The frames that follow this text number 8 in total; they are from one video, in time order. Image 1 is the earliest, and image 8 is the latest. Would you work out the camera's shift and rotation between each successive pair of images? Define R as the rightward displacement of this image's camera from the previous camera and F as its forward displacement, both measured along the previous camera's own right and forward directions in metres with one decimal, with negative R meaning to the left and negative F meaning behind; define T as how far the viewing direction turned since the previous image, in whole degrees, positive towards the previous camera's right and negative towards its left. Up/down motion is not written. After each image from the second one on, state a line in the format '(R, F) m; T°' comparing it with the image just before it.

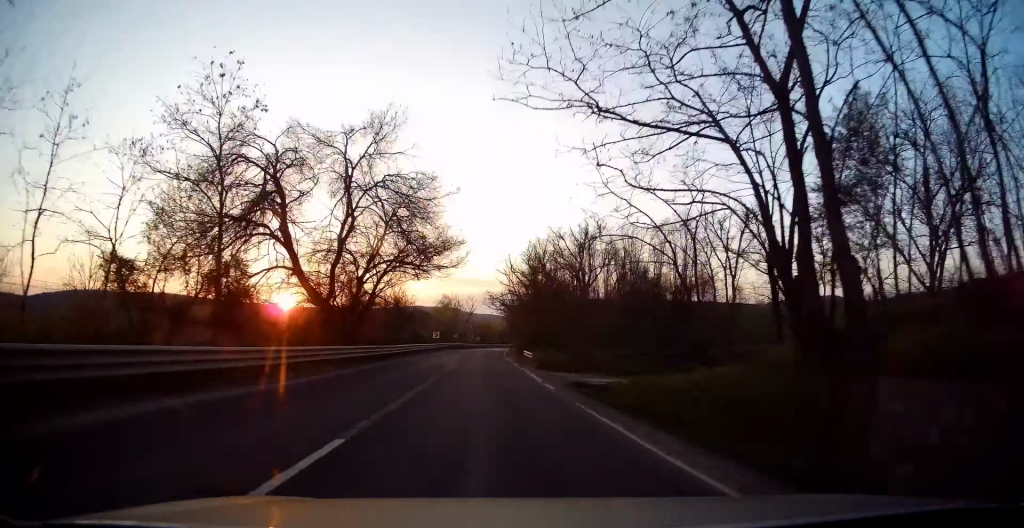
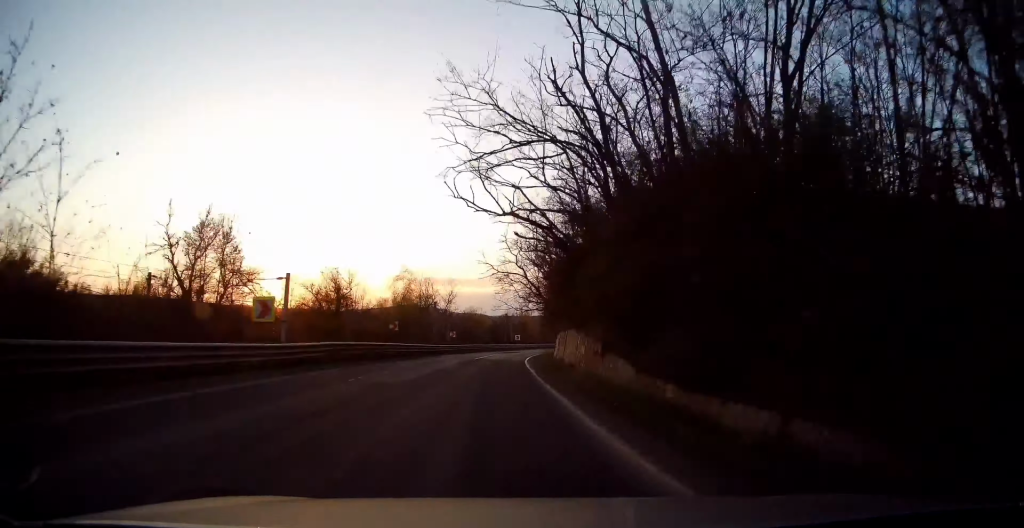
(+0.2, +57.0) m; +1°
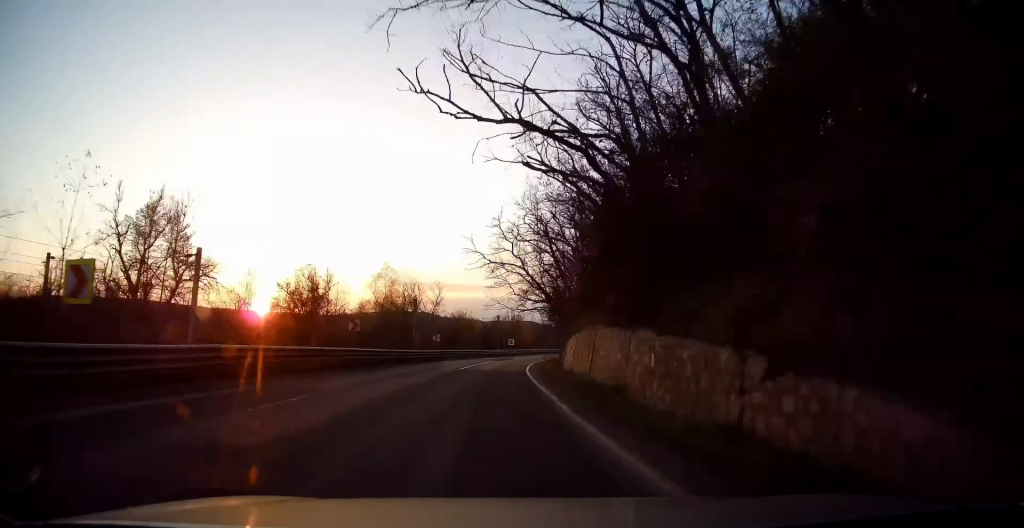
(0.0, +9.2) m; +1°
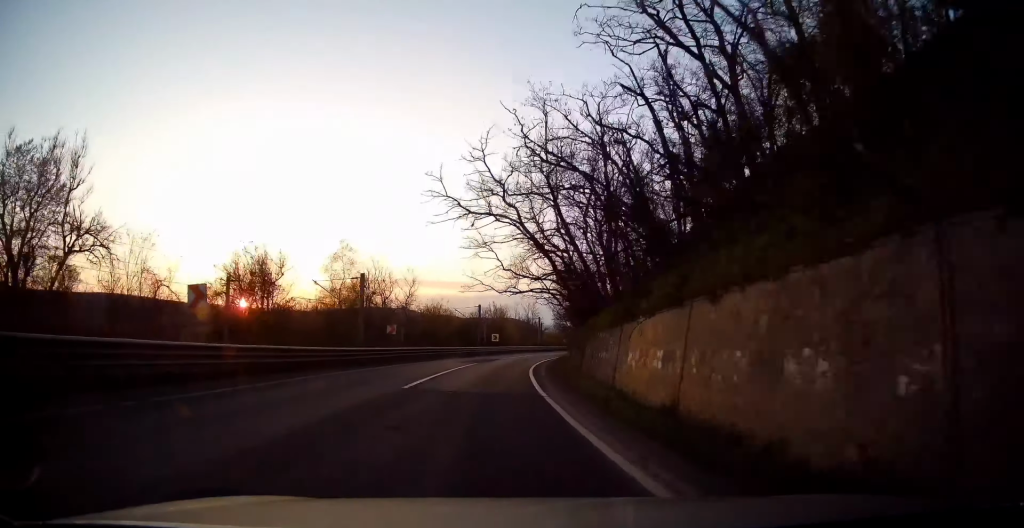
(-0.1, +15.4) m; +1°
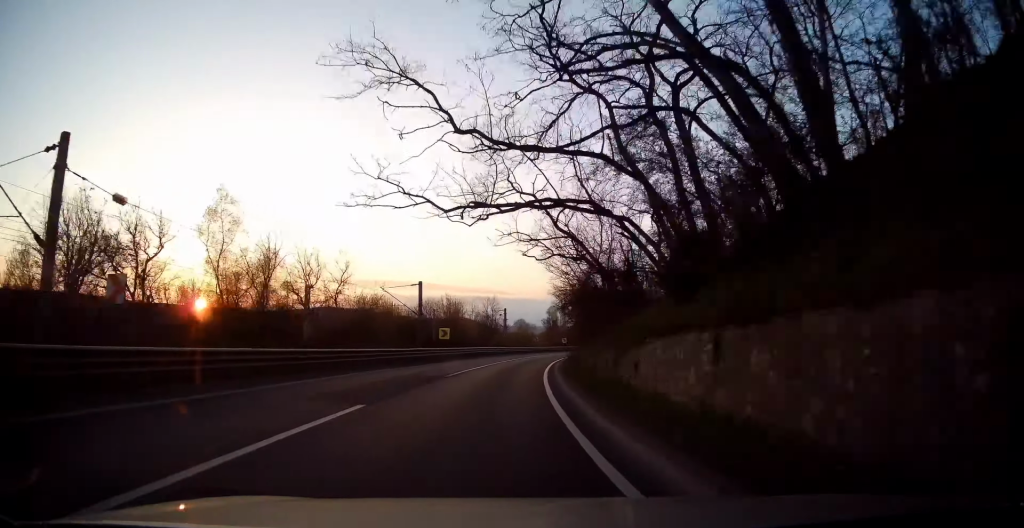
(+0.9, +24.8) m; +5°
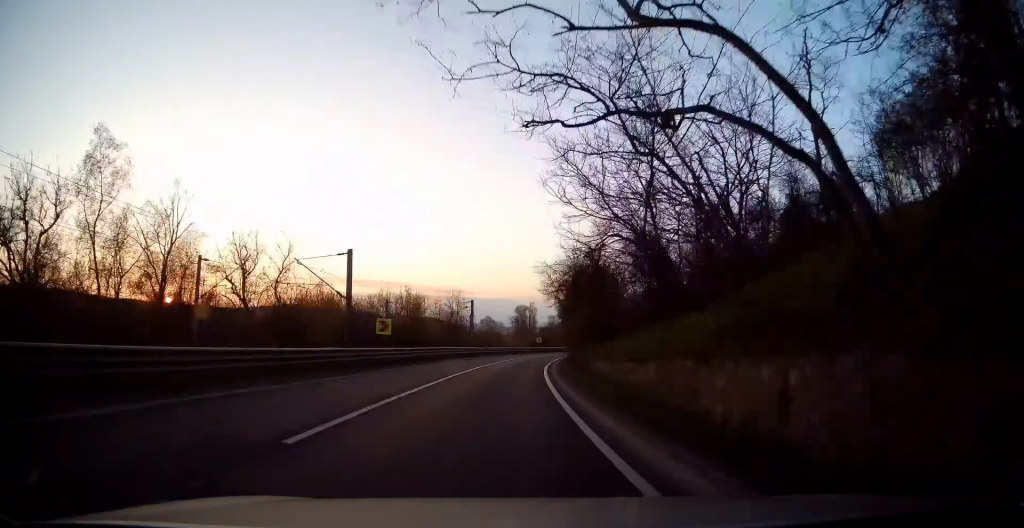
(+0.5, +14.1) m; +3°
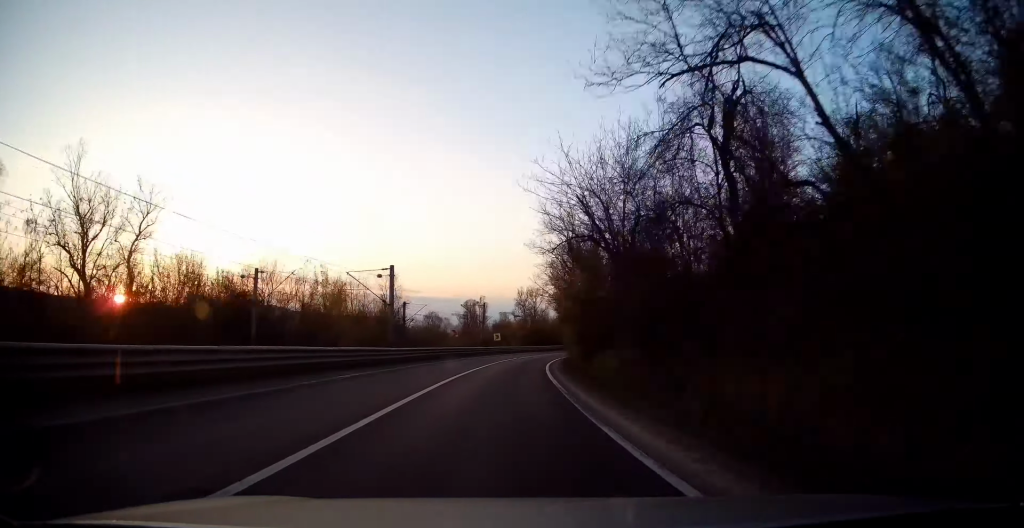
(+1.4, +26.7) m; +5°
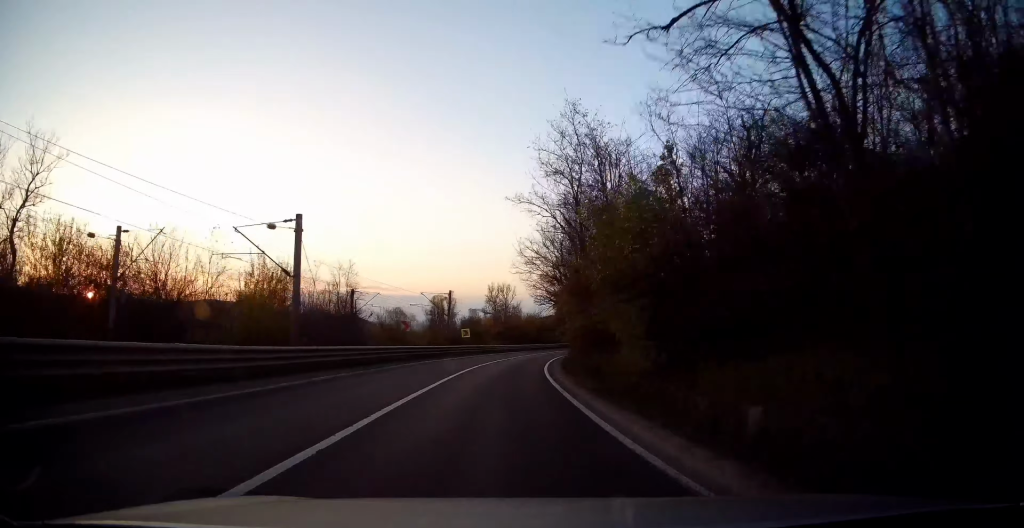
(+0.4, +14.2) m; +3°
